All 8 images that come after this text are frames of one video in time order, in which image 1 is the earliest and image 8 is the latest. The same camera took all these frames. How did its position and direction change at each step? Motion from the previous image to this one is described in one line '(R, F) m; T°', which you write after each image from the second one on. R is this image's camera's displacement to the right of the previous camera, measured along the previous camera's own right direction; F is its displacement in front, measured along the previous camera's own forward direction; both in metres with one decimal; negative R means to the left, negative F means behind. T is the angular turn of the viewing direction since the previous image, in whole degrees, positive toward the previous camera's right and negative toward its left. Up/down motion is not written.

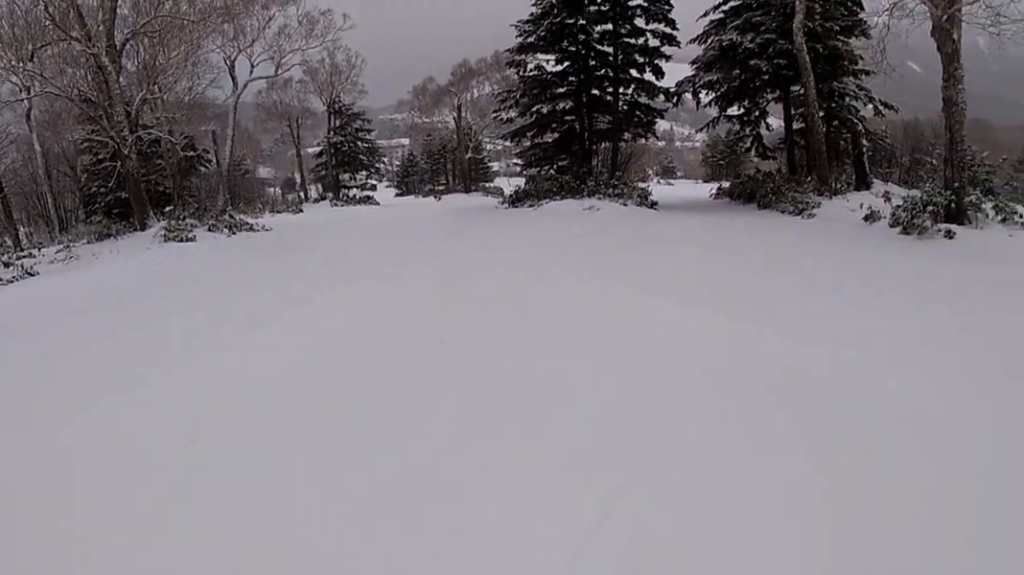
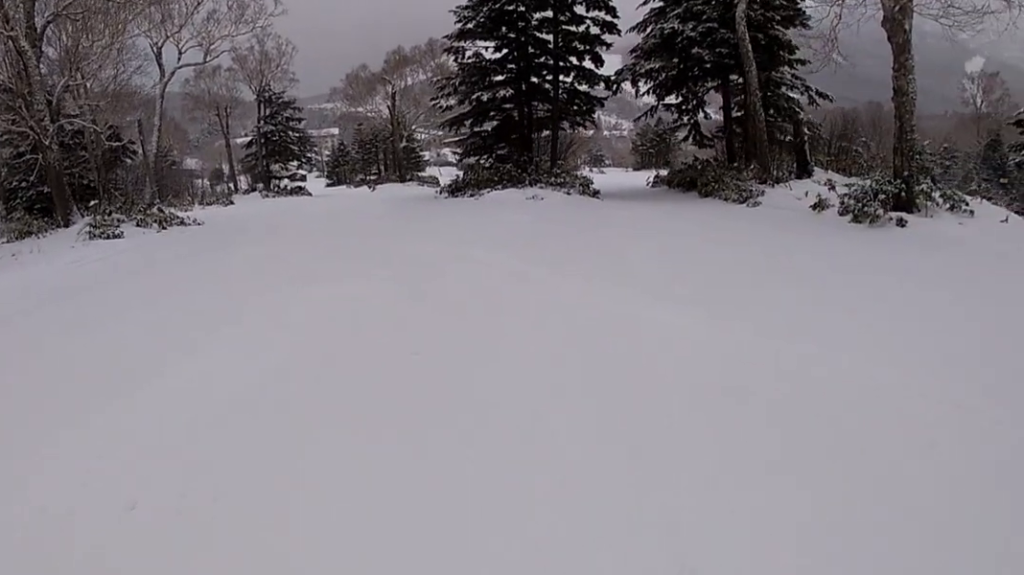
(-0.2, +1.2) m; +13°
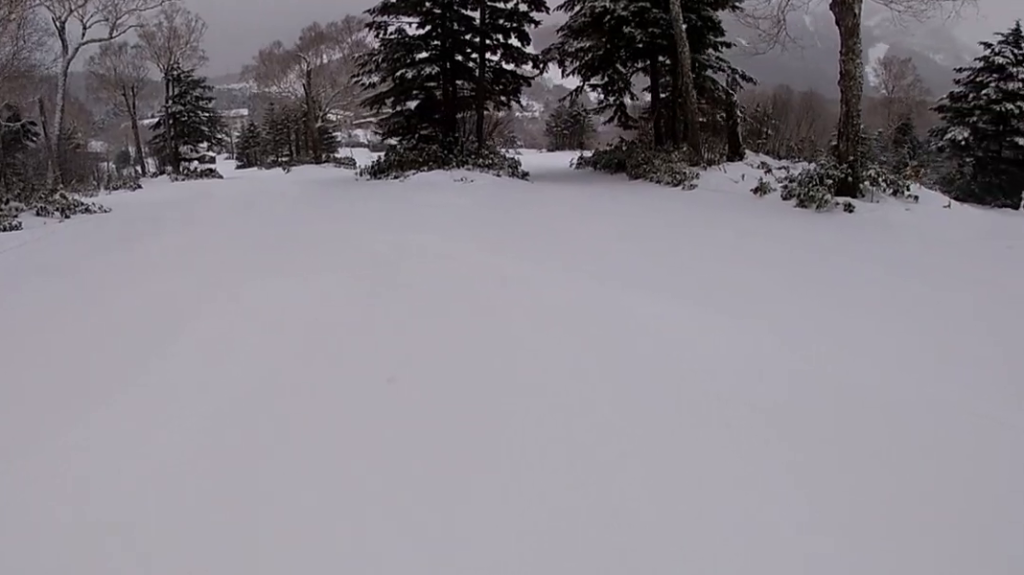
(+0.6, +1.8) m; +9°
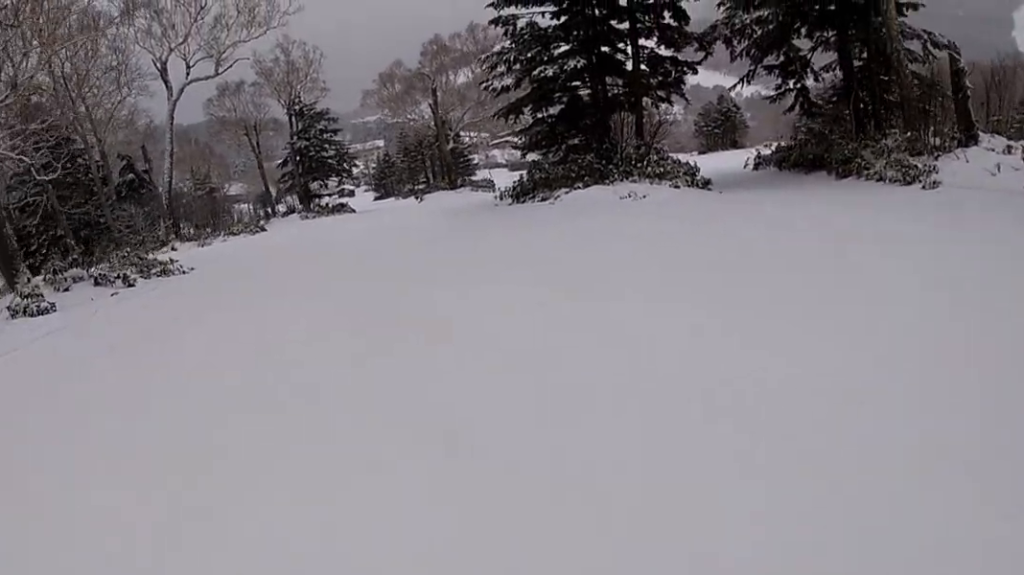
(+0.7, +5.5) m; -1°
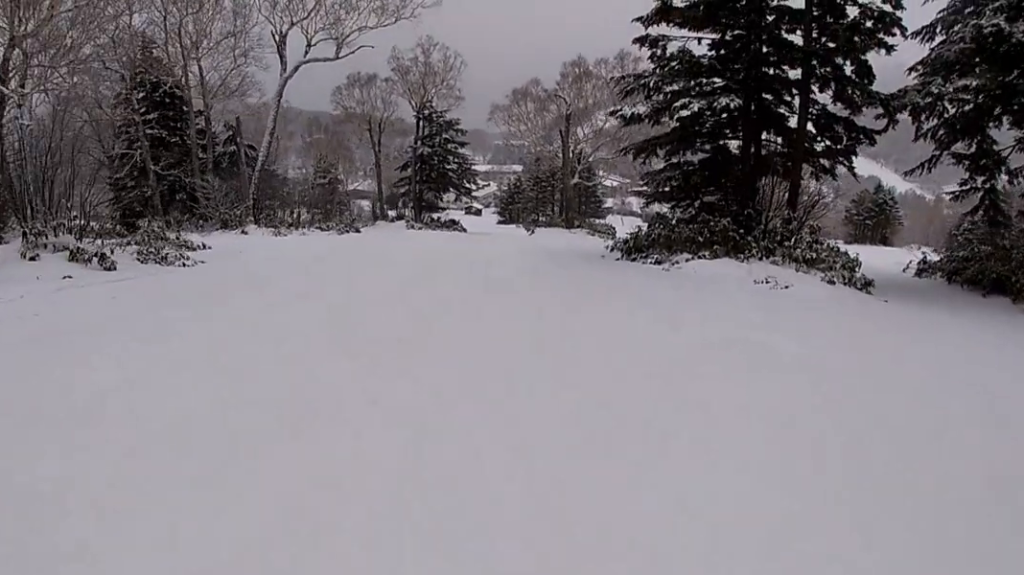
(-0.5, +4.3) m; -7°
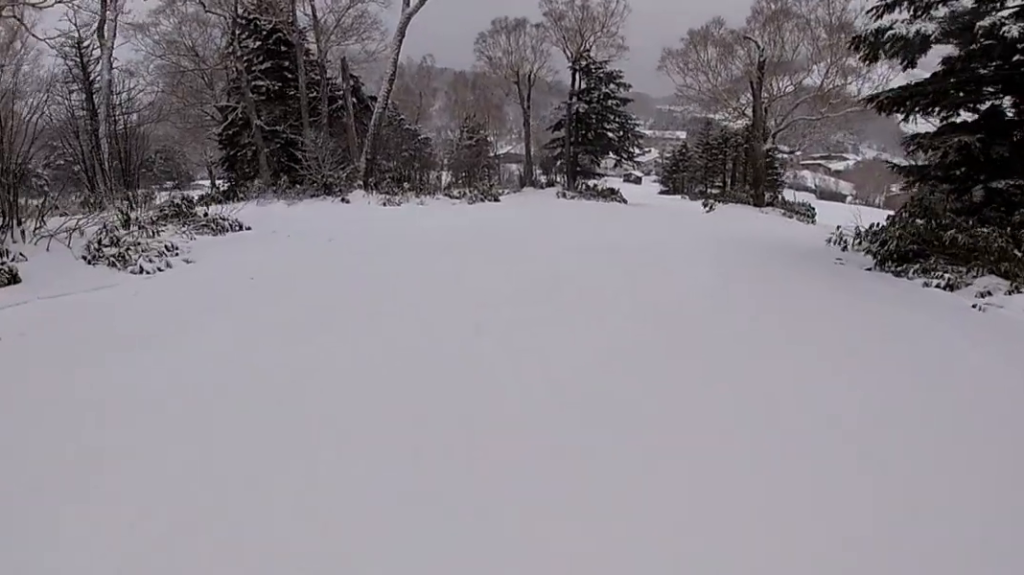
(-0.3, +6.8) m; -2°
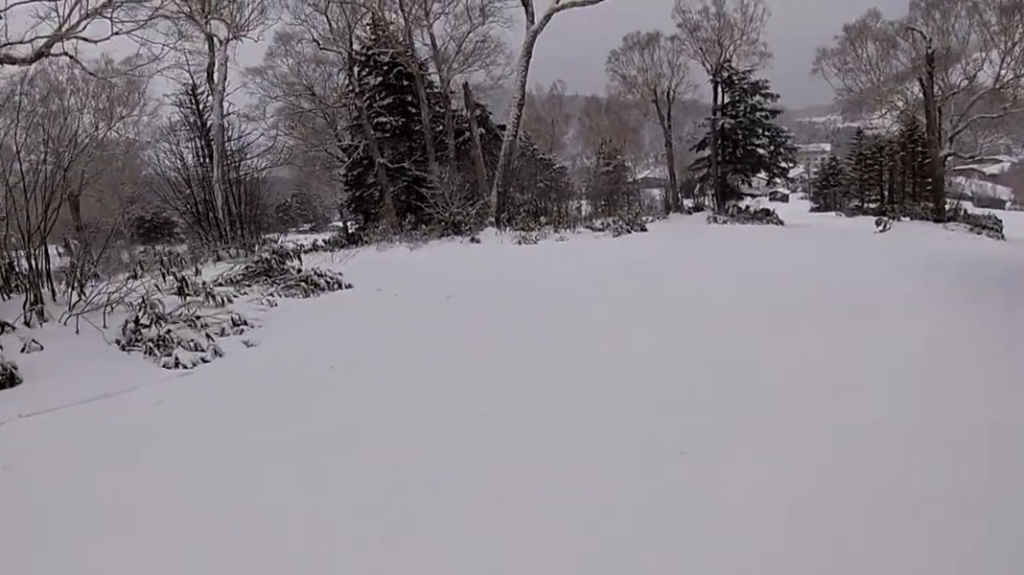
(0.0, +2.8) m; 0°
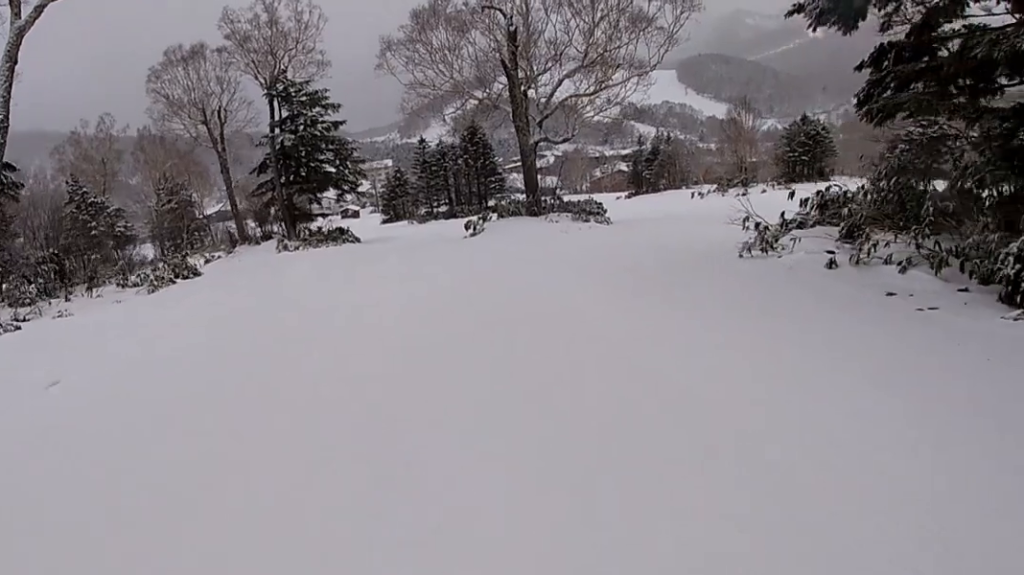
(0.0, +6.9) m; 0°
